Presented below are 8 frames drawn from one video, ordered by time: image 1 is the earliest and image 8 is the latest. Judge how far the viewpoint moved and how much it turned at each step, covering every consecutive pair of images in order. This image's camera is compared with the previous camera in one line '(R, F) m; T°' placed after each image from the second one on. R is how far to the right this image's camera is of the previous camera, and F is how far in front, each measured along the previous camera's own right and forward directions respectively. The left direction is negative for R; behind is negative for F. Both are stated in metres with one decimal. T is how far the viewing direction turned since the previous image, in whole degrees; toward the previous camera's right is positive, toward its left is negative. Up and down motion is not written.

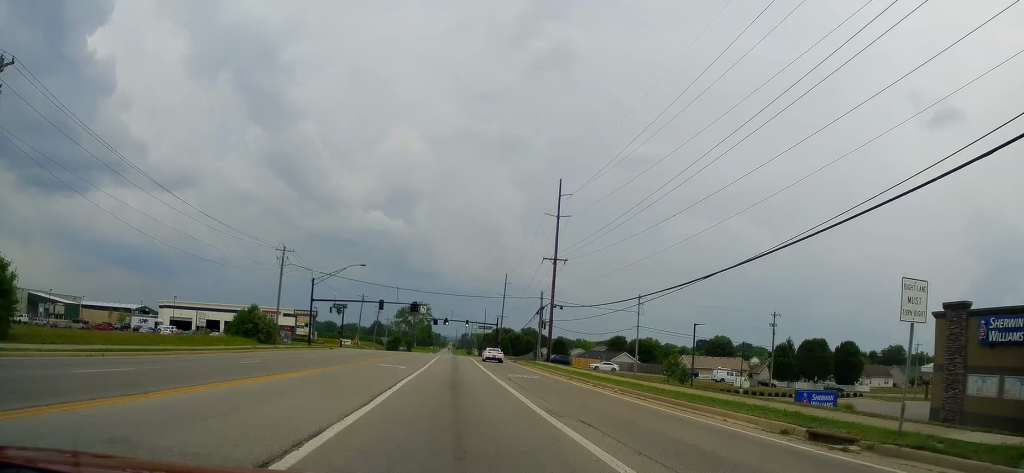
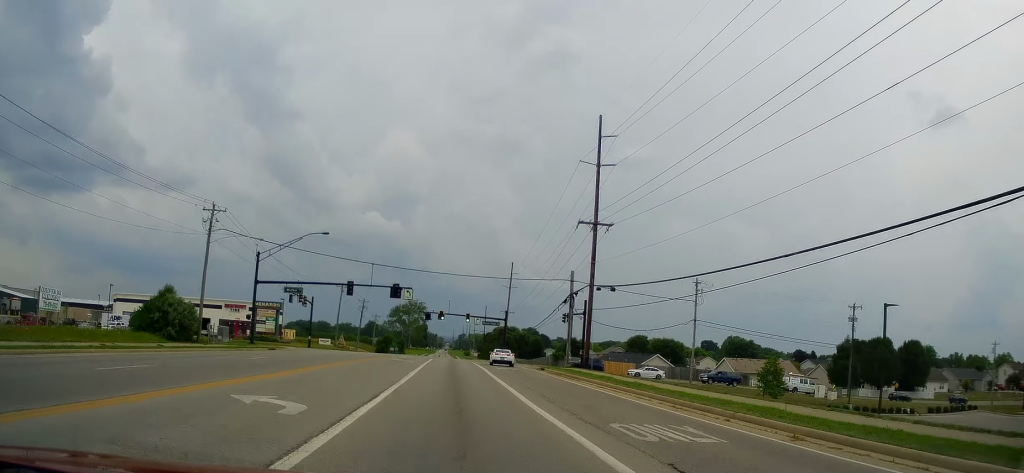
(+0.3, +23.0) m; -1°
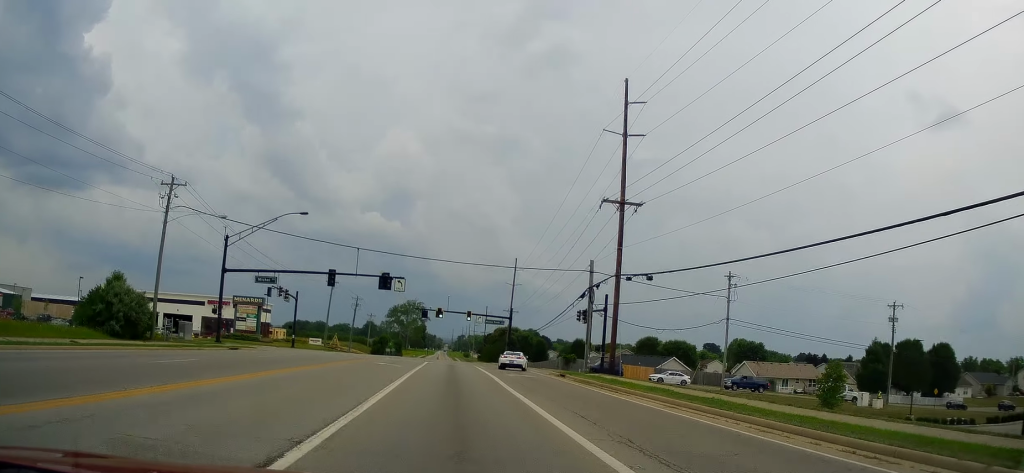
(-0.2, +8.9) m; -1°
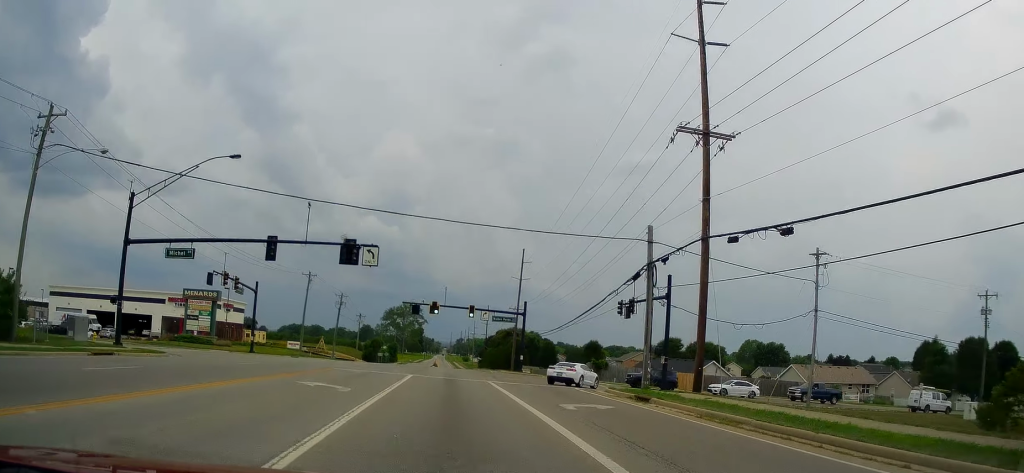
(-0.1, +16.6) m; +1°
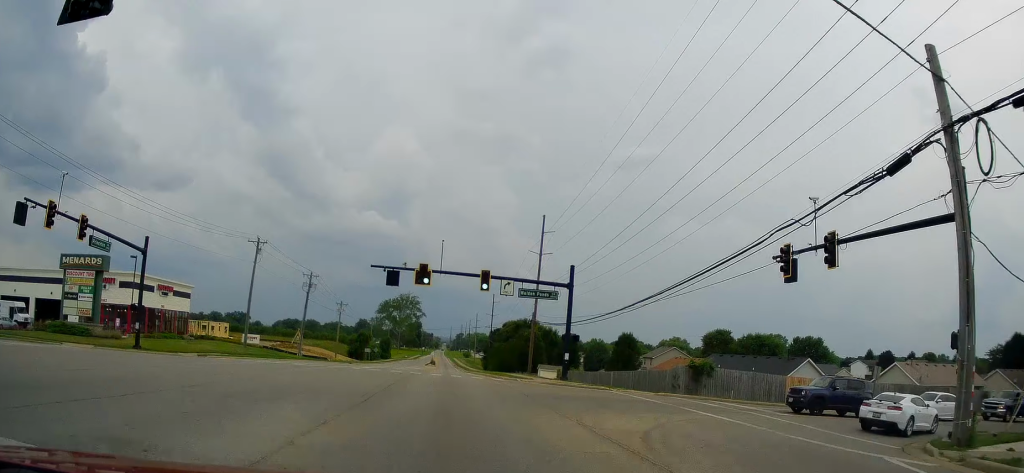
(+0.5, +25.1) m; 0°
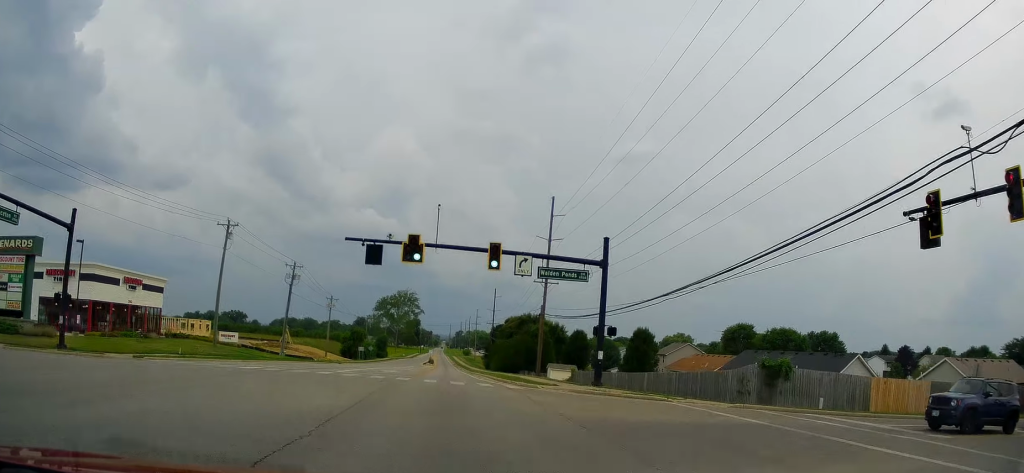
(-0.2, +9.0) m; 0°
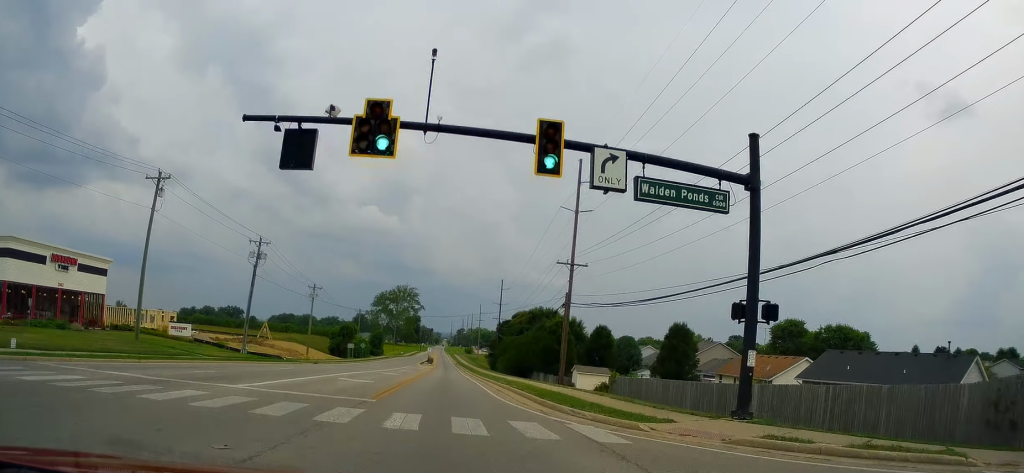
(-0.2, +15.5) m; 0°
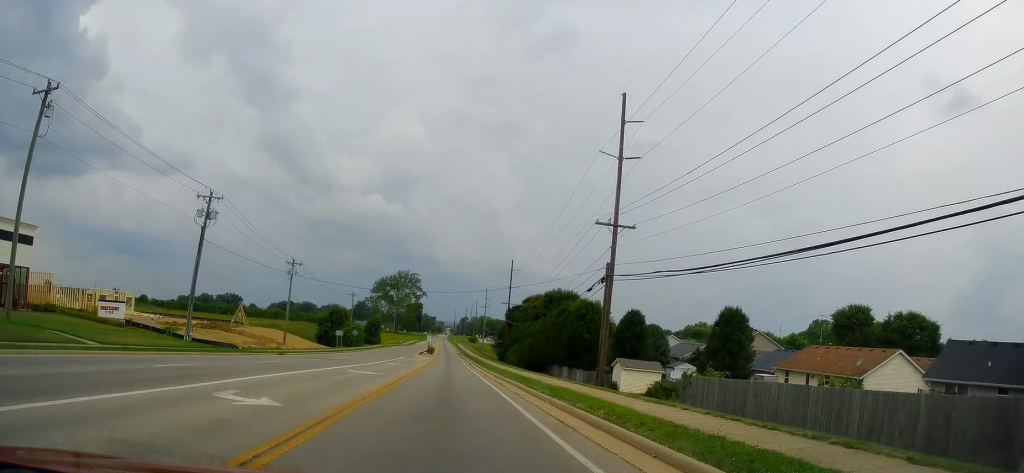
(+0.4, +15.0) m; 0°
